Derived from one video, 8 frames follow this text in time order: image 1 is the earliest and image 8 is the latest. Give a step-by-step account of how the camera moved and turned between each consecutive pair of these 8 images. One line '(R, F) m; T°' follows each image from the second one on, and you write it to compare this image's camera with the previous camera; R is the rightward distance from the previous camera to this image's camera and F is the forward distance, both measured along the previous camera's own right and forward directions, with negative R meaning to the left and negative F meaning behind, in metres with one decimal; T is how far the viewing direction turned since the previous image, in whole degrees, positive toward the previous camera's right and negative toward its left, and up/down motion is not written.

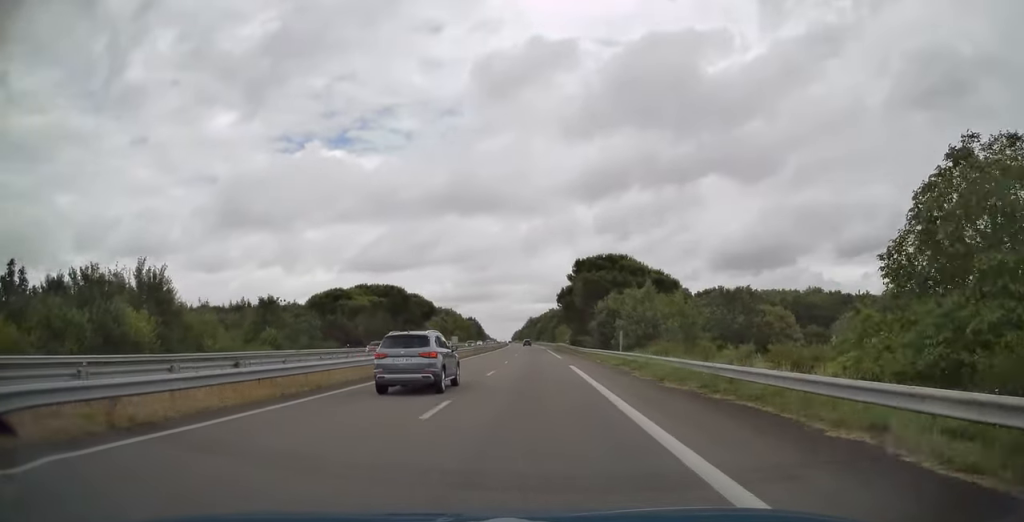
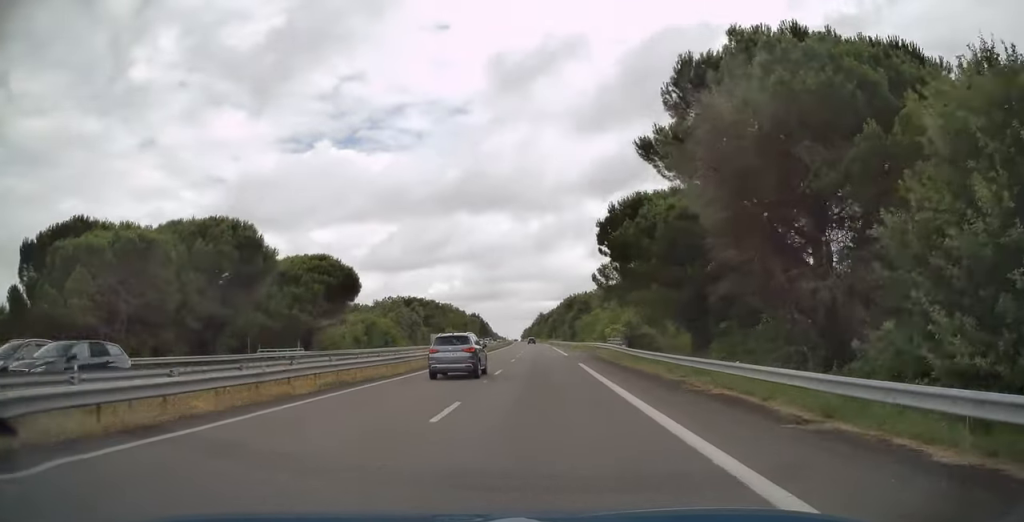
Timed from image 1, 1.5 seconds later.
(-0.4, +52.9) m; -1°
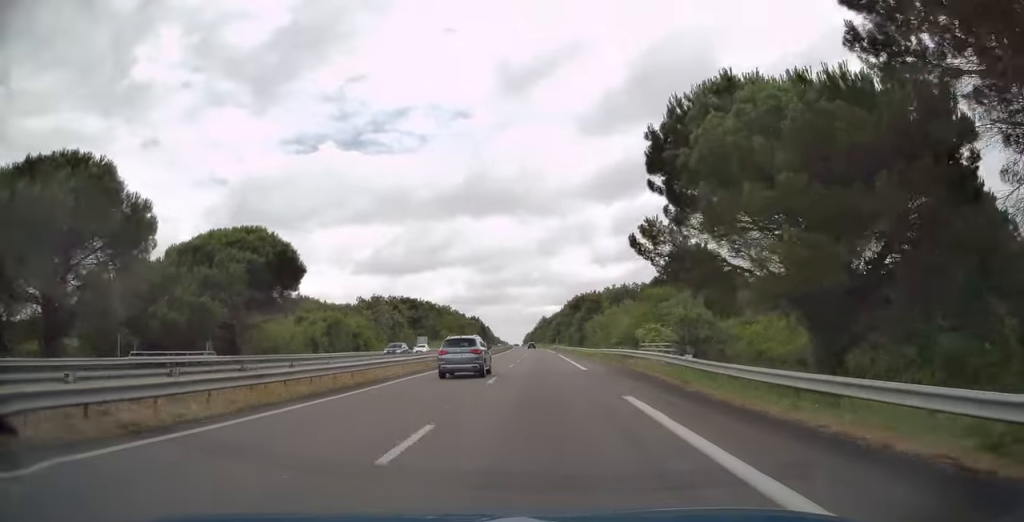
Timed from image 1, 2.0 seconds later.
(-0.1, +16.5) m; 0°
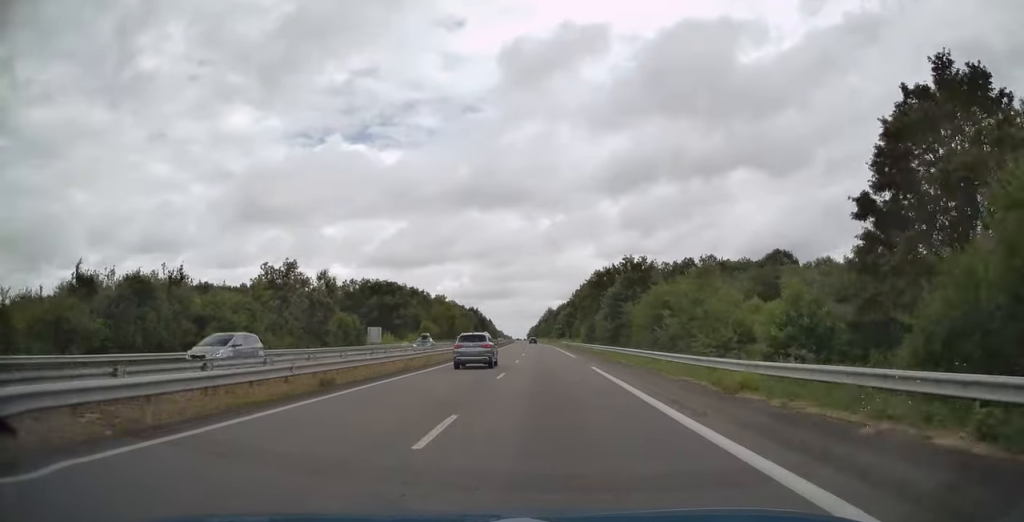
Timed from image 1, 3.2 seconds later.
(-0.2, +38.7) m; -1°
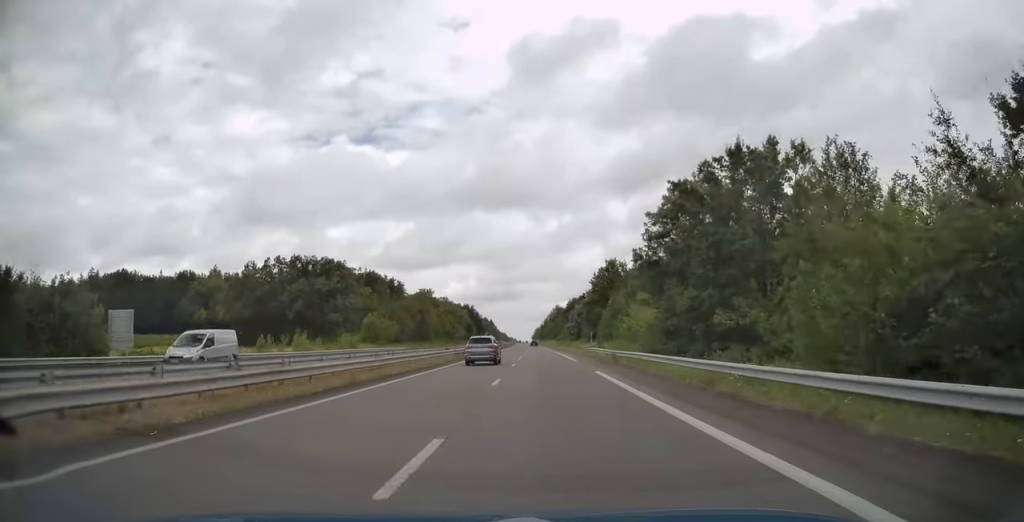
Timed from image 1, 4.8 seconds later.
(-0.3, +54.6) m; 0°
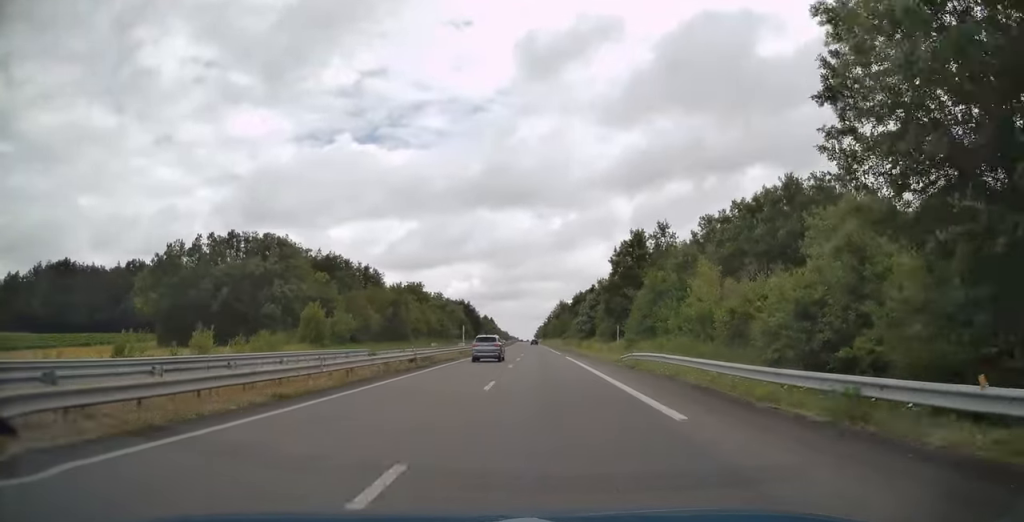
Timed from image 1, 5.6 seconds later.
(+0.1, +27.8) m; 0°
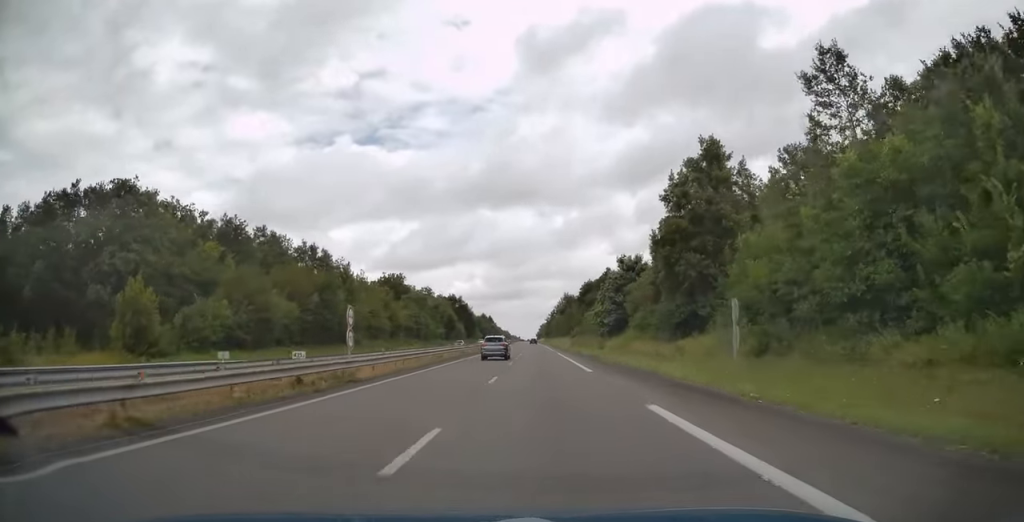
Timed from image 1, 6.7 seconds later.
(-0.3, +36.4) m; 0°
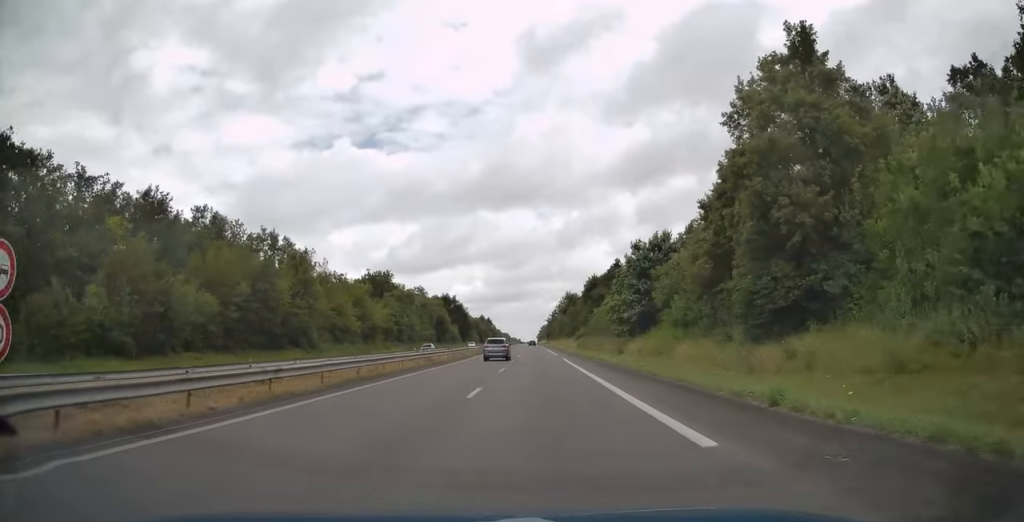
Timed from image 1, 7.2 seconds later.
(+0.1, +17.6) m; 0°
